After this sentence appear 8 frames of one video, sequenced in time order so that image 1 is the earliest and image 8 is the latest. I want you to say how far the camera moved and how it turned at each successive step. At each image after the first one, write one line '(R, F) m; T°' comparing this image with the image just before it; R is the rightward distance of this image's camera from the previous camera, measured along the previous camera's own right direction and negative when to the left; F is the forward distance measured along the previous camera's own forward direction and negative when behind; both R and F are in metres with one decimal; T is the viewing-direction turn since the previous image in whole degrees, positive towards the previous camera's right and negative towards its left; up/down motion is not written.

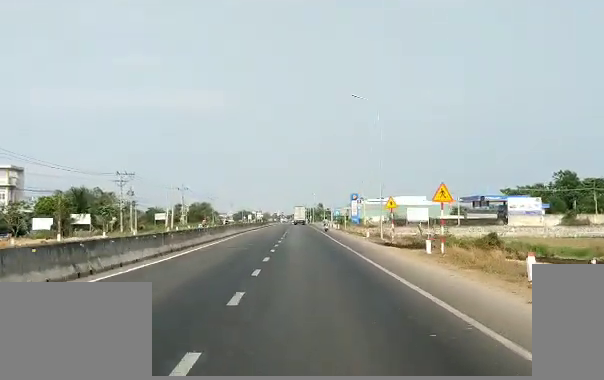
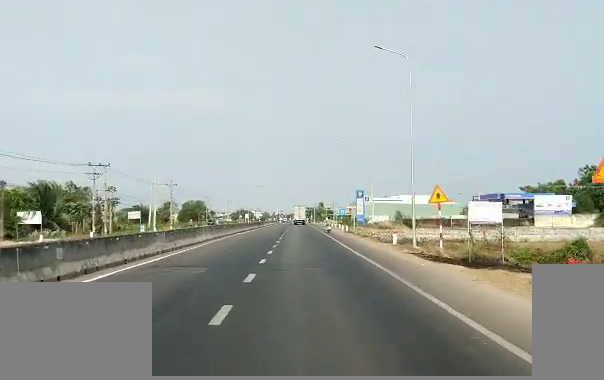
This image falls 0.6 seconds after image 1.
(+0.2, +14.4) m; +1°
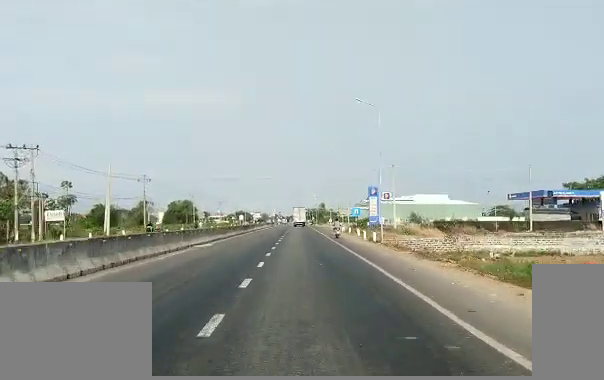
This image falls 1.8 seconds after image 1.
(+0.6, +25.6) m; +1°
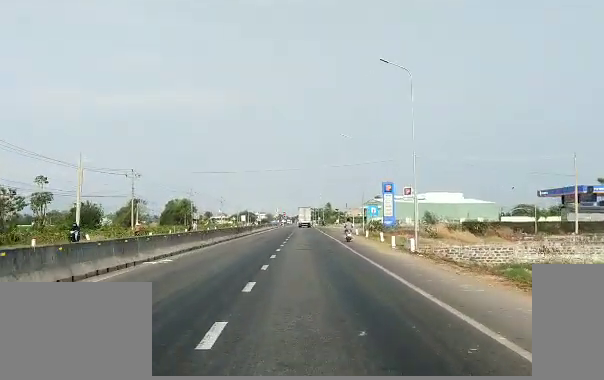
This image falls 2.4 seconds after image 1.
(+0.1, +13.4) m; 0°
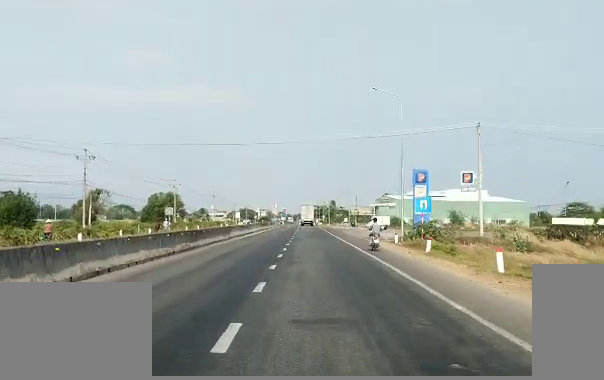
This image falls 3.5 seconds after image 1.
(-0.5, +25.7) m; 0°
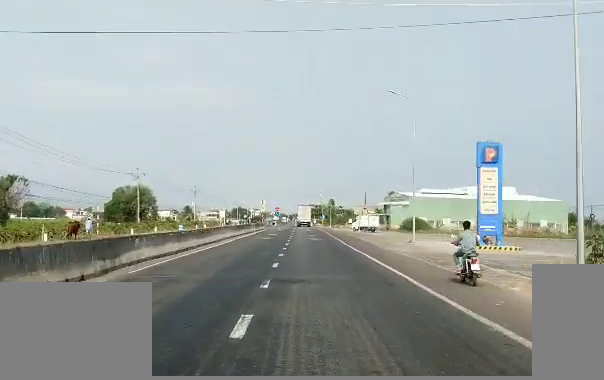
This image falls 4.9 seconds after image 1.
(+0.6, +30.6) m; +1°
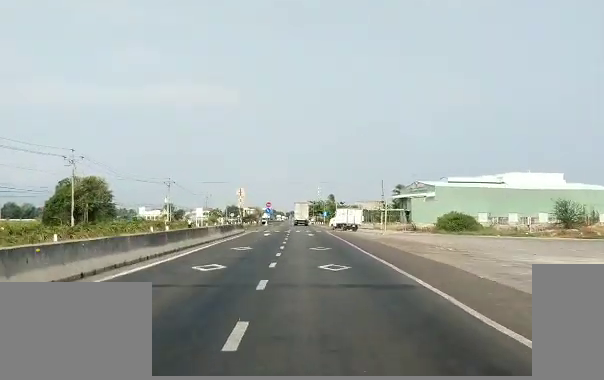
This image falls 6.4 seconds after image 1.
(-0.2, +32.5) m; -1°
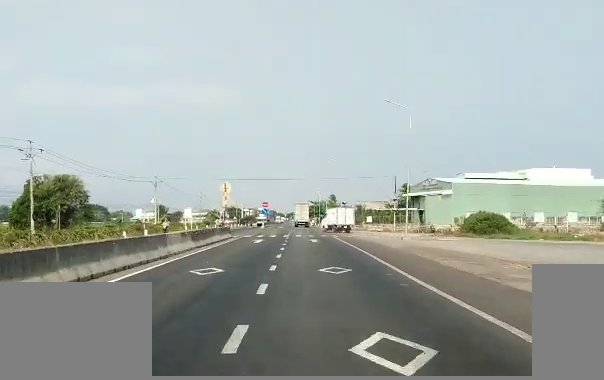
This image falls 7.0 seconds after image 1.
(0.0, +12.9) m; 0°
